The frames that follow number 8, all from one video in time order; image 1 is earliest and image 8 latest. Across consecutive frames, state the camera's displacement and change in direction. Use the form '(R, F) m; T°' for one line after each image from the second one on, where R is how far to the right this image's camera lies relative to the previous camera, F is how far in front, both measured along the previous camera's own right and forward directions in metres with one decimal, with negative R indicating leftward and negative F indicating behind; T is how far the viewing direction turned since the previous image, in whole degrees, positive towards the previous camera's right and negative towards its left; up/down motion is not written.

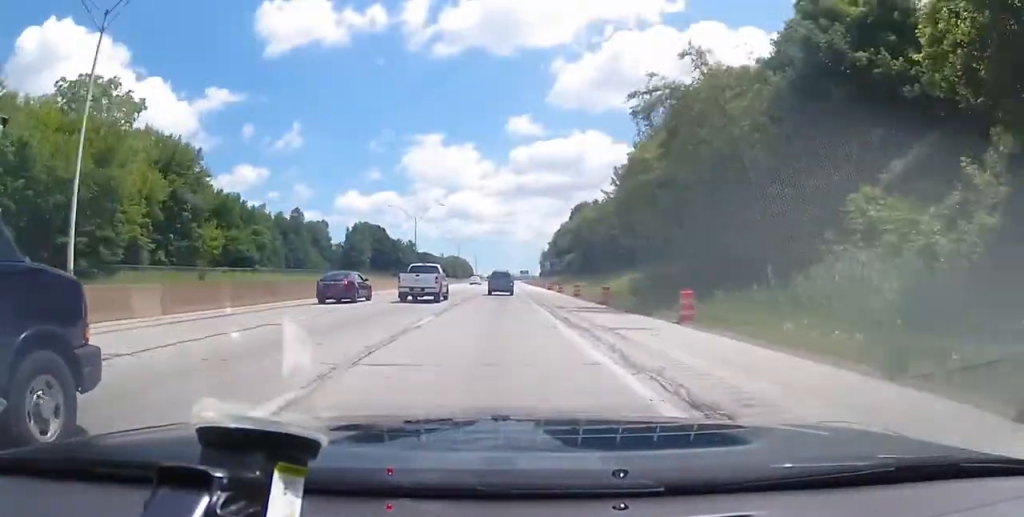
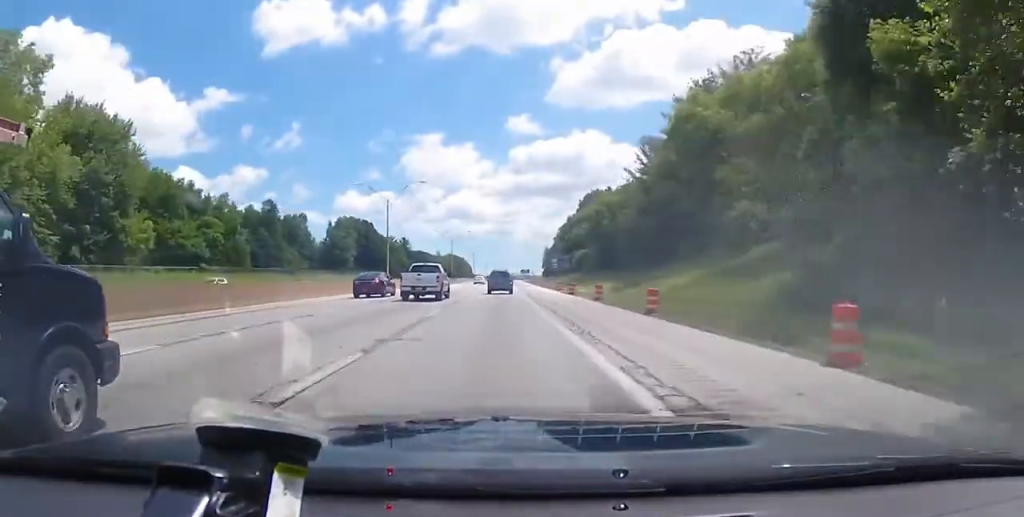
(+0.2, +21.1) m; +1°
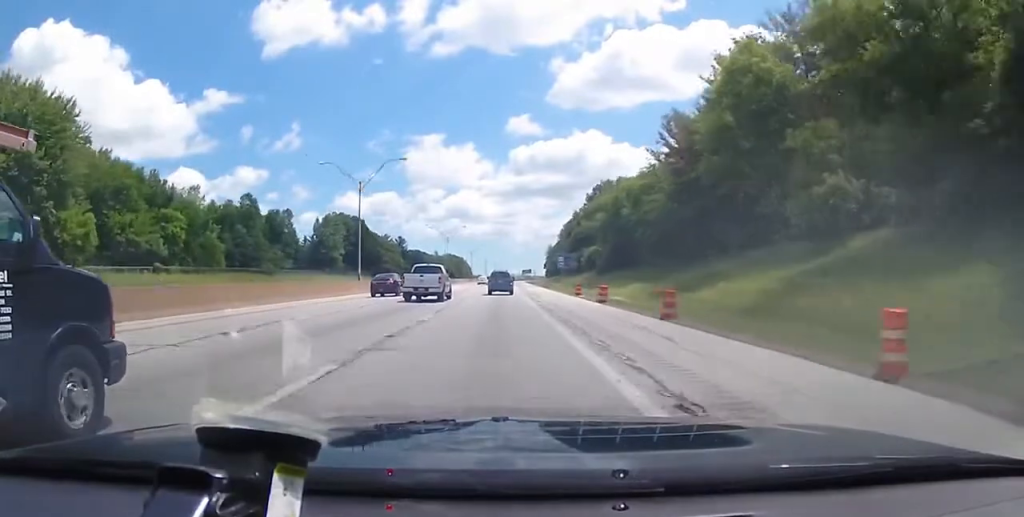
(0.0, +13.5) m; +1°
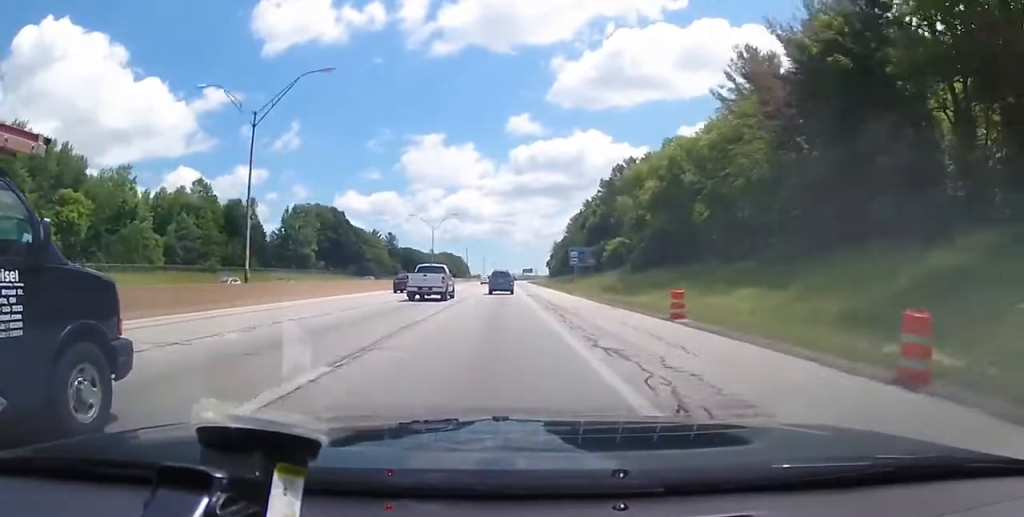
(+0.6, +24.0) m; 0°
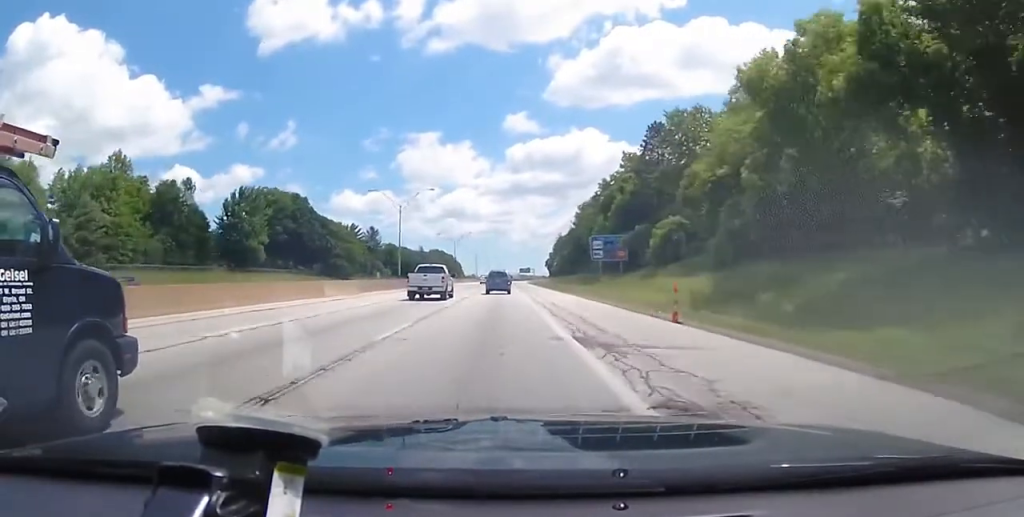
(-0.6, +28.9) m; -1°
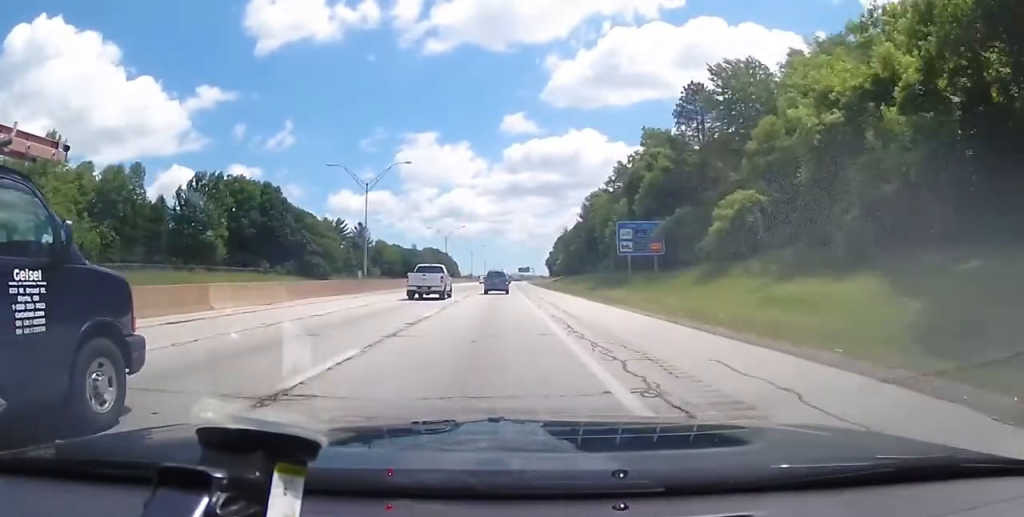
(0.0, +17.4) m; 0°
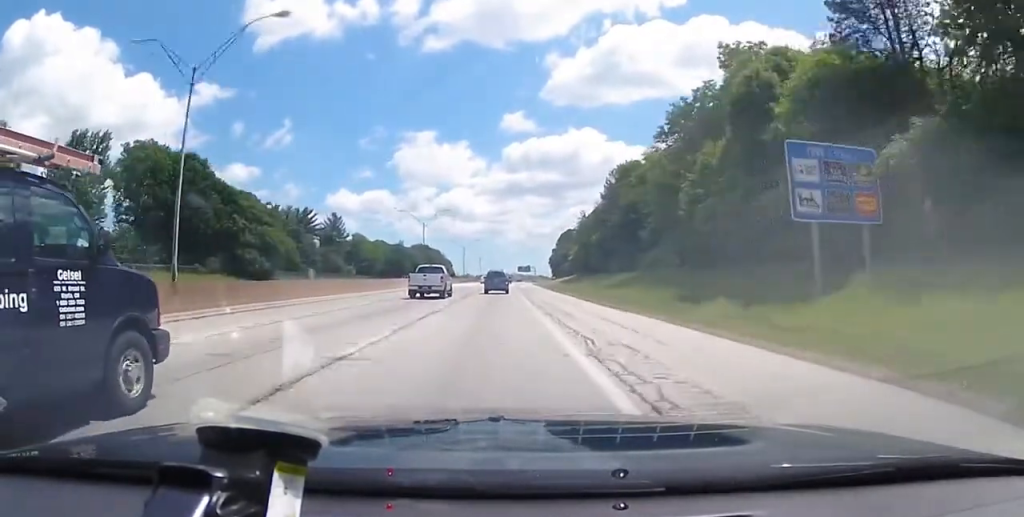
(0.0, +33.8) m; +1°
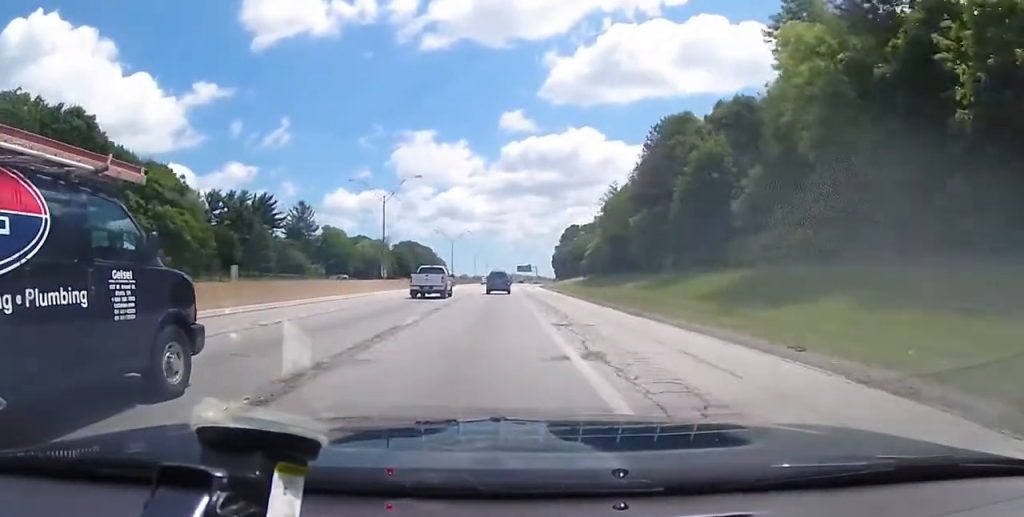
(+0.4, +30.8) m; +1°
